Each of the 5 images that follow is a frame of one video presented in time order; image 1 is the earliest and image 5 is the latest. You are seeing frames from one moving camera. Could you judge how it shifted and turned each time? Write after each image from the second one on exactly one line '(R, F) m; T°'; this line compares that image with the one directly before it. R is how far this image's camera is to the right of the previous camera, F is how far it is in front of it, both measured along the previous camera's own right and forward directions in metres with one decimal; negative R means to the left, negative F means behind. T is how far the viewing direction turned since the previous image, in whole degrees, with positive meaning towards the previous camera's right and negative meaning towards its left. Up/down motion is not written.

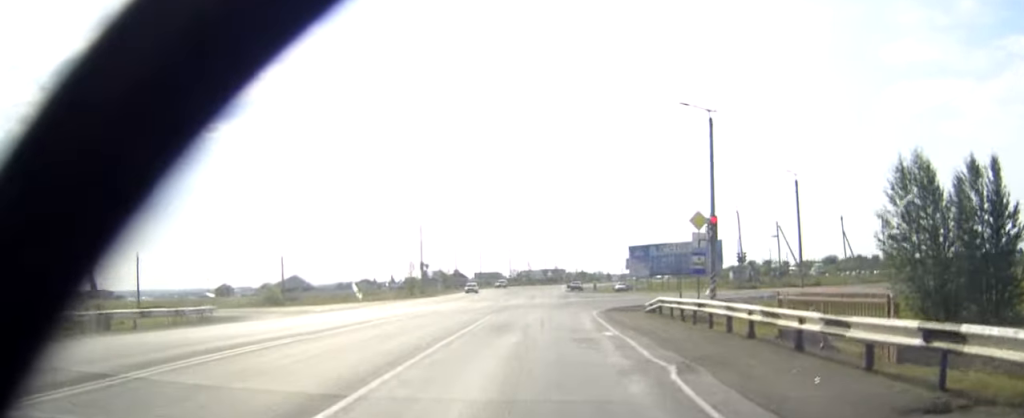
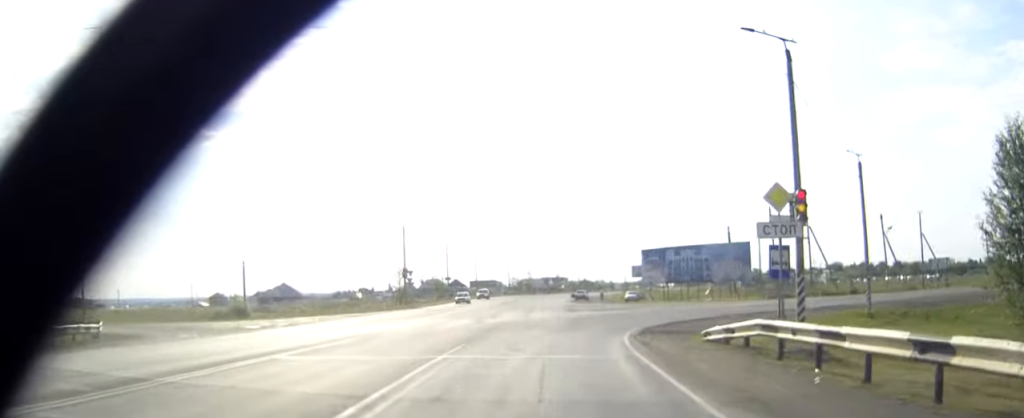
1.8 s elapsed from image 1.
(0.0, +13.6) m; 0°
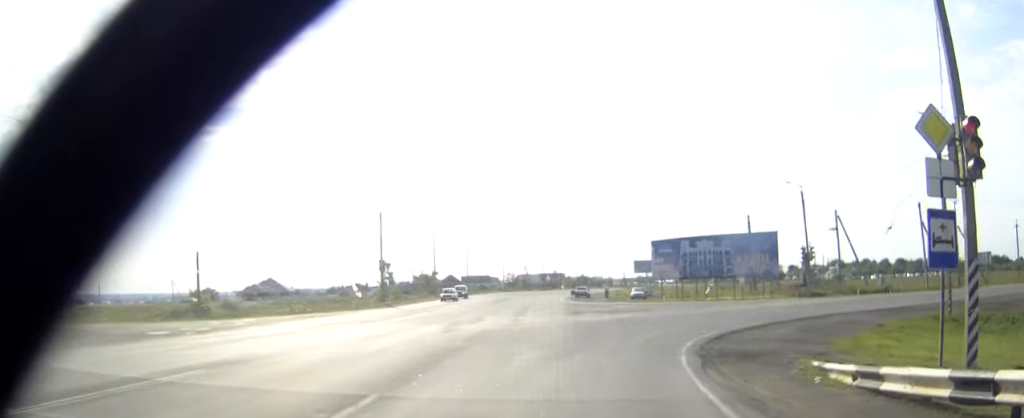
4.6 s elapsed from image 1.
(+0.1, +12.0) m; +1°
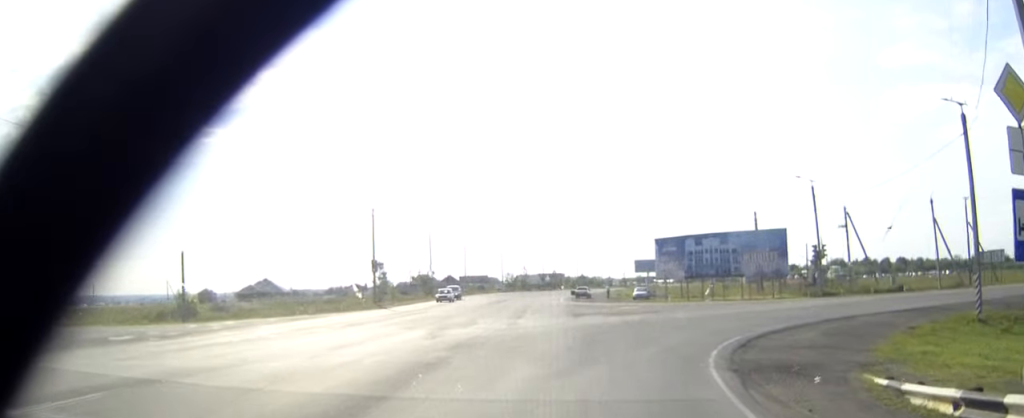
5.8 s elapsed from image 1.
(0.0, +3.5) m; 0°
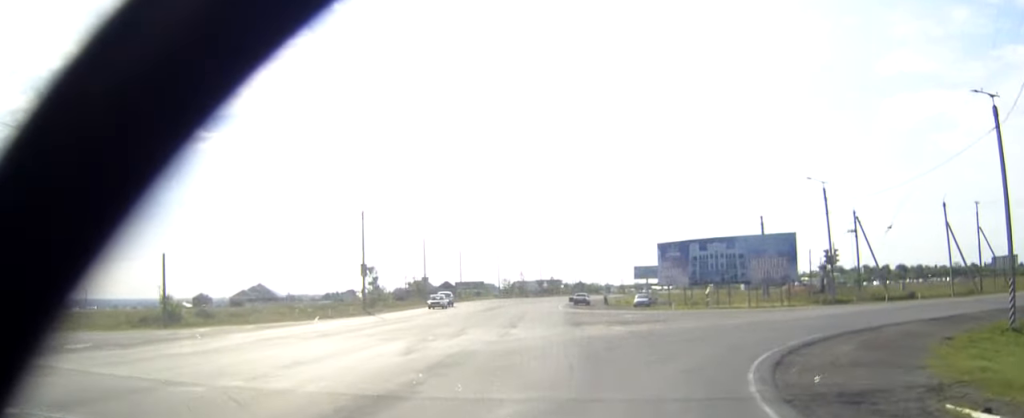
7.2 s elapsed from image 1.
(0.0, +3.4) m; 0°
